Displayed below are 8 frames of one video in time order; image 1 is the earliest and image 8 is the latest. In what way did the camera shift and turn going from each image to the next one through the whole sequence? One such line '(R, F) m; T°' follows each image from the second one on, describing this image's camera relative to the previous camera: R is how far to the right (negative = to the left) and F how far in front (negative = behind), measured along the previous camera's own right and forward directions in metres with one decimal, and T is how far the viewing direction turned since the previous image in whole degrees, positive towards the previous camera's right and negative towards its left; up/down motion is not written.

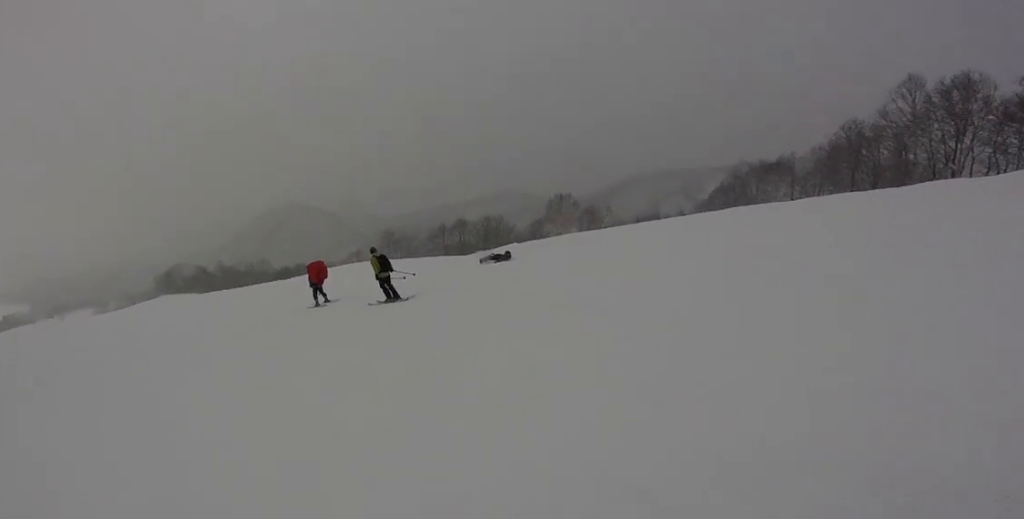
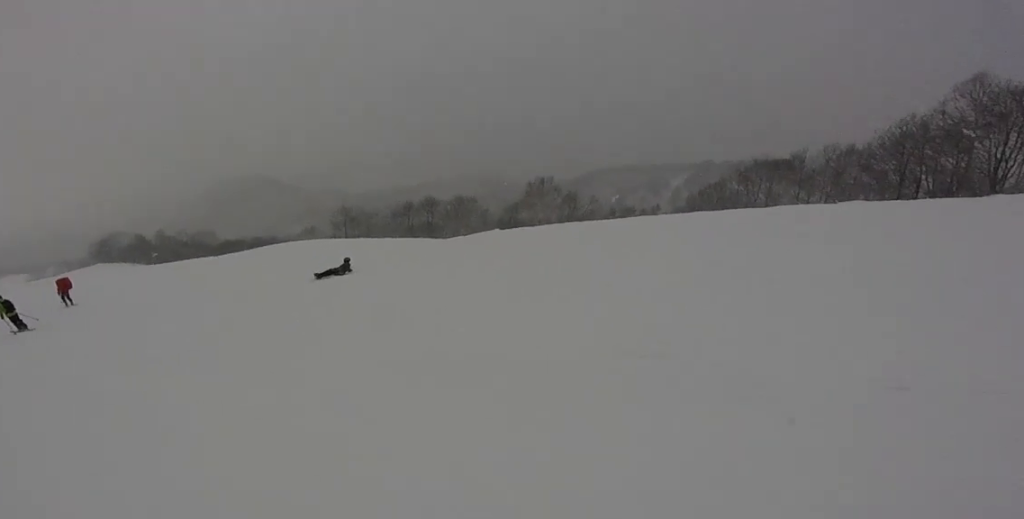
(+2.3, +7.2) m; +31°
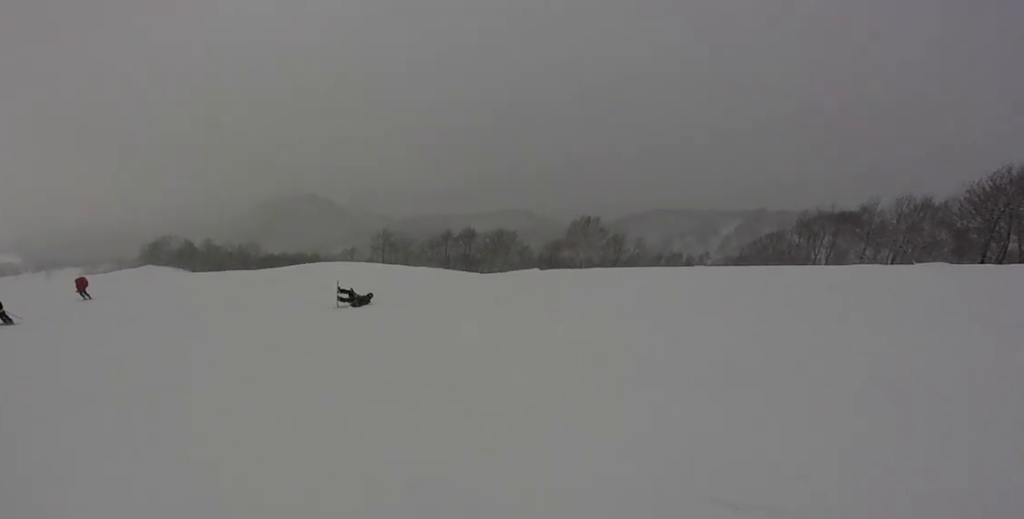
(+0.1, +2.4) m; +5°
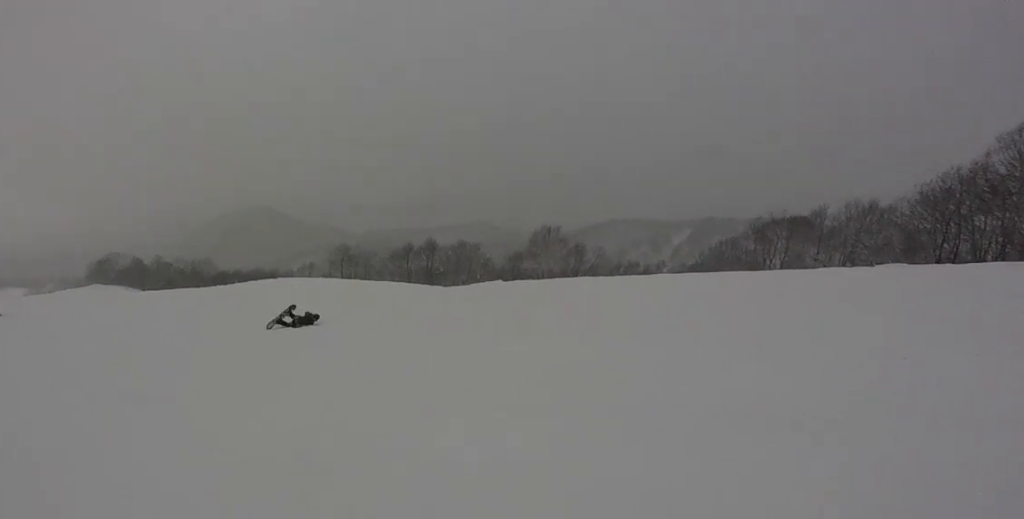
(+0.1, +2.2) m; +1°
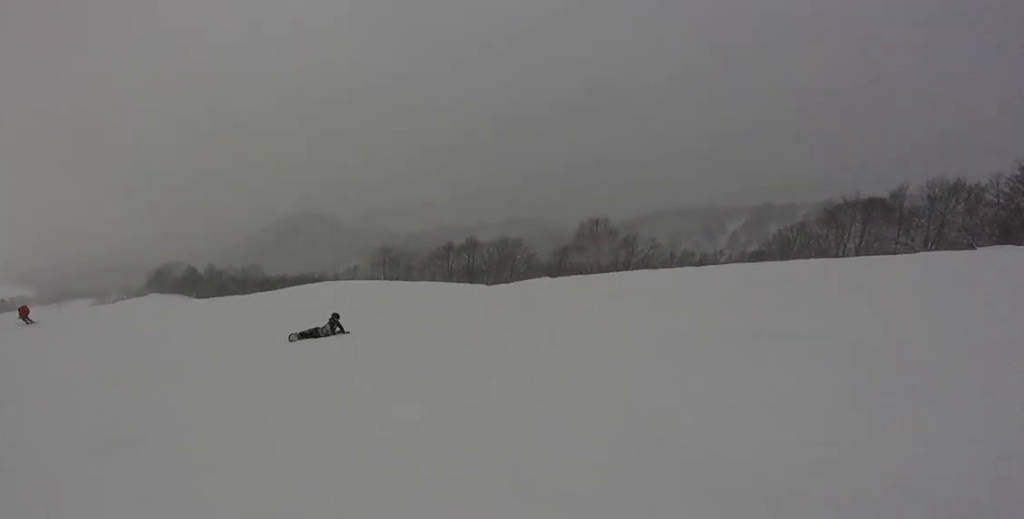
(+0.1, +2.0) m; 0°
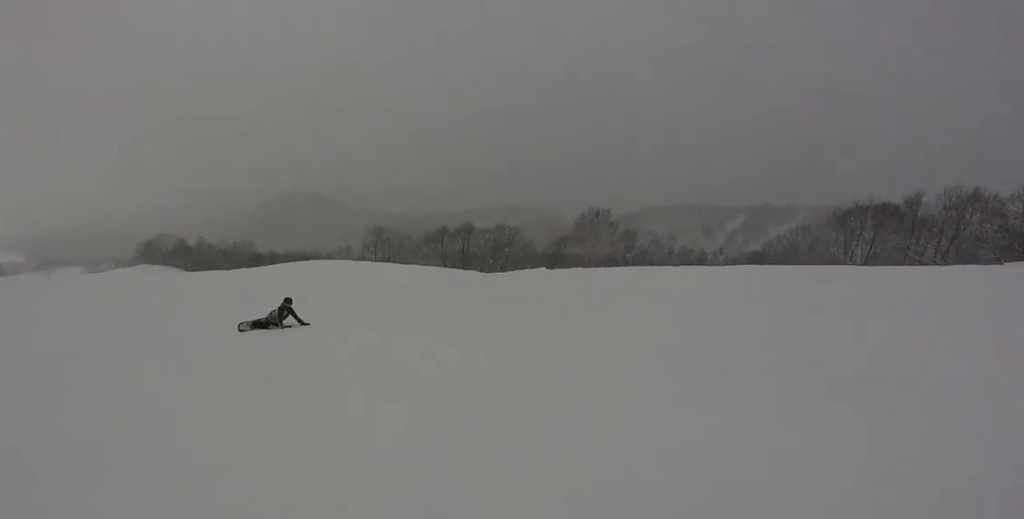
(0.0, +2.4) m; -2°
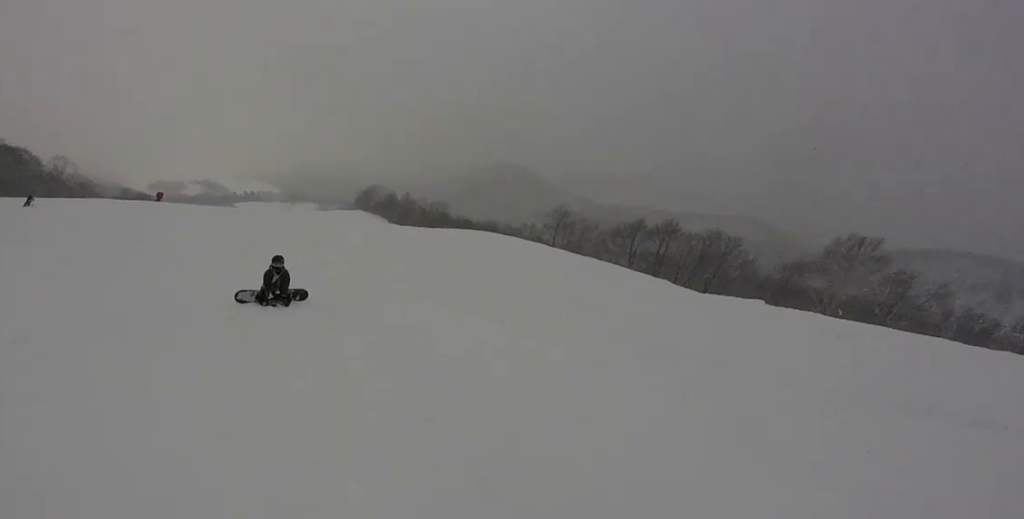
(-0.5, +7.0) m; -12°
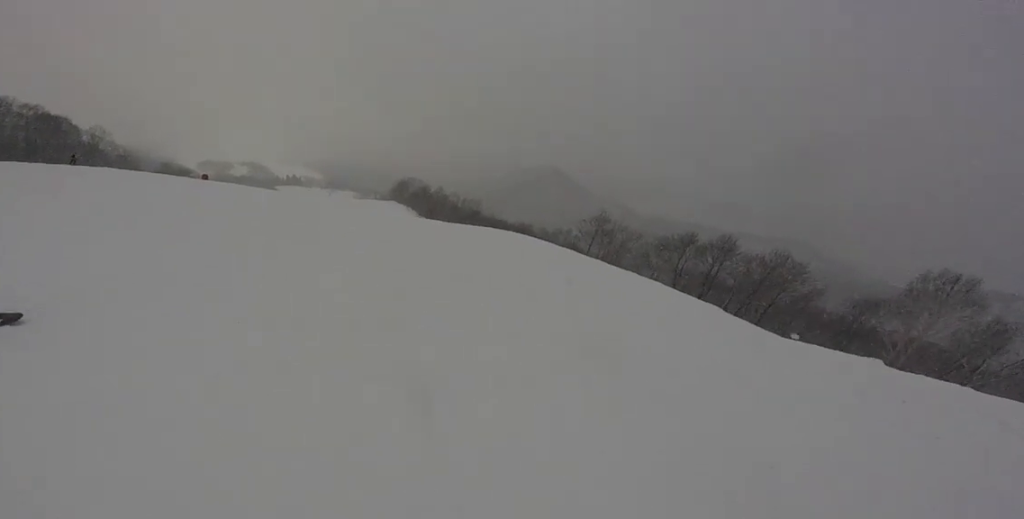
(-0.6, +4.4) m; -18°
